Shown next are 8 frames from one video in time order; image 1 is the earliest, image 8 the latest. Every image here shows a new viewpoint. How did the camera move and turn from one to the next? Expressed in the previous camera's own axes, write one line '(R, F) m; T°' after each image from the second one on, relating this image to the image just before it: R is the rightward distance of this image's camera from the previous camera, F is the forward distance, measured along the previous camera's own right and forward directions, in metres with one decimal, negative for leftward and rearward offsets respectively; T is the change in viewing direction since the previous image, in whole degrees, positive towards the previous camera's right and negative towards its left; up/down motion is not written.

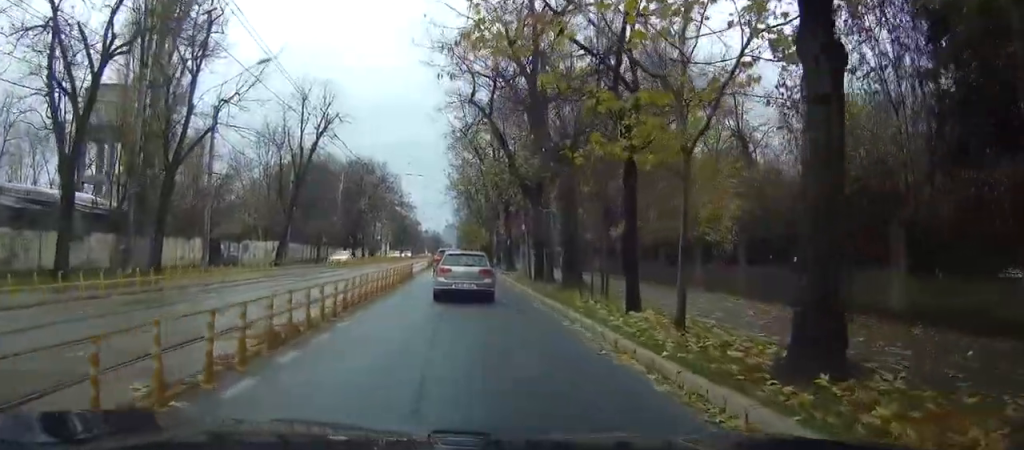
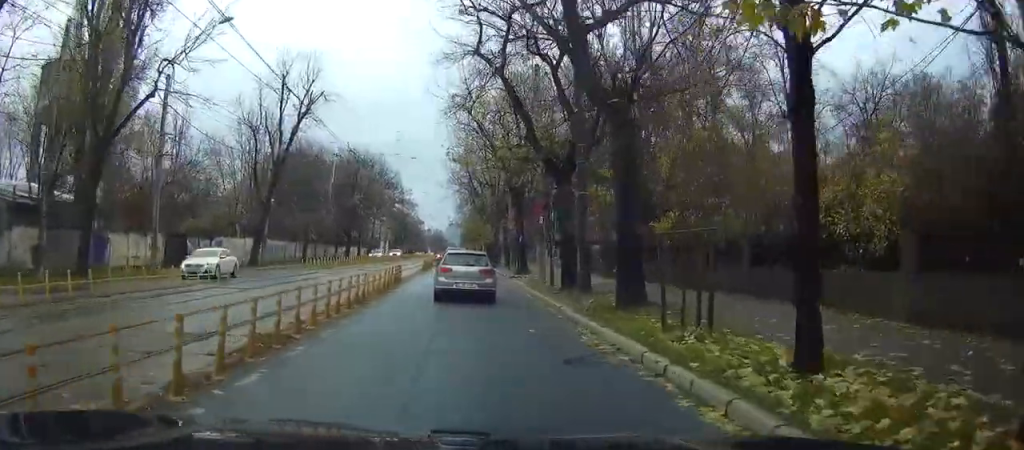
(0.0, +8.1) m; 0°
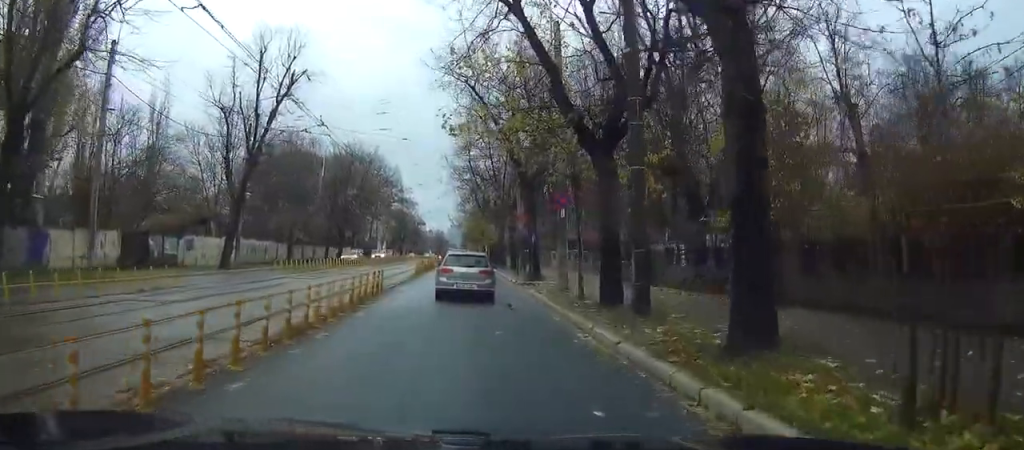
(+0.1, +6.9) m; +2°
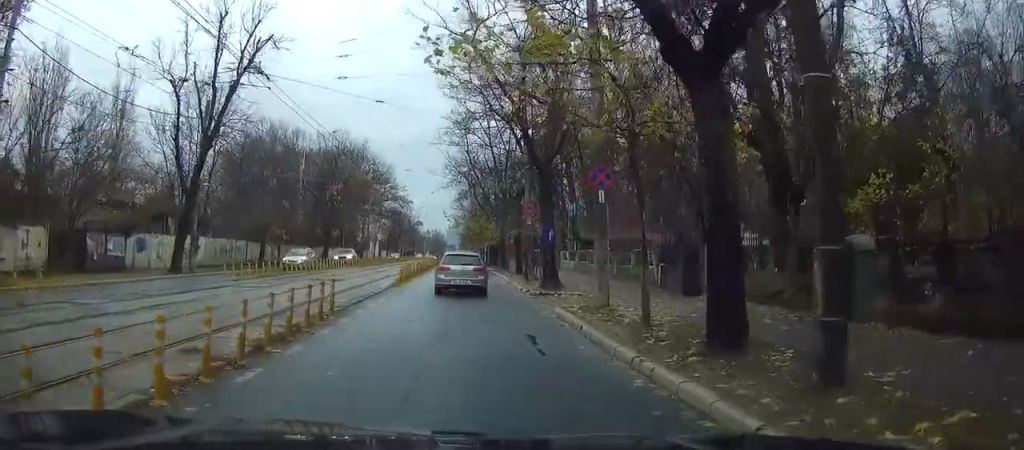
(+0.3, +7.8) m; +3°
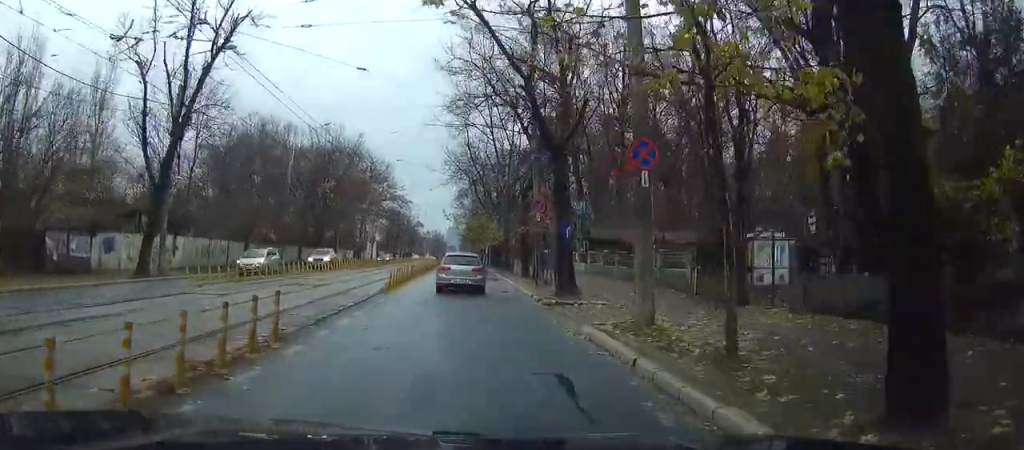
(0.0, +4.3) m; -1°
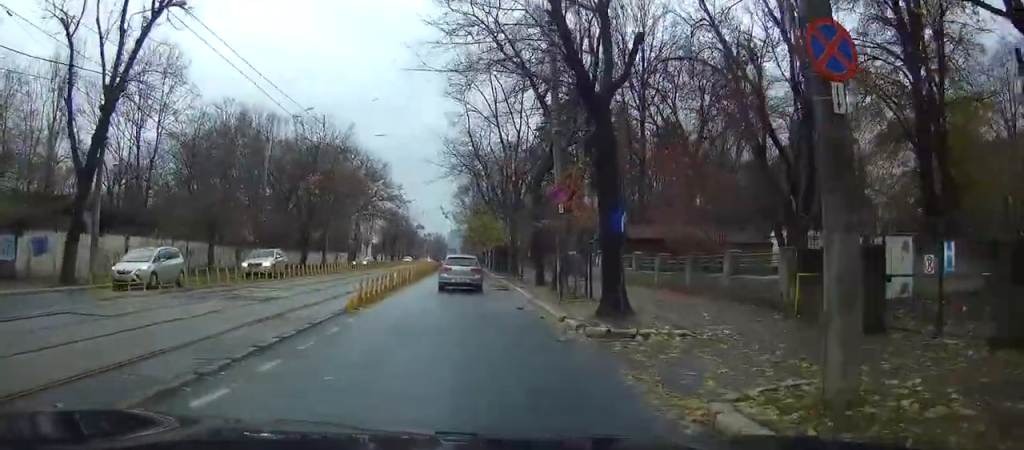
(-0.1, +7.3) m; -2°
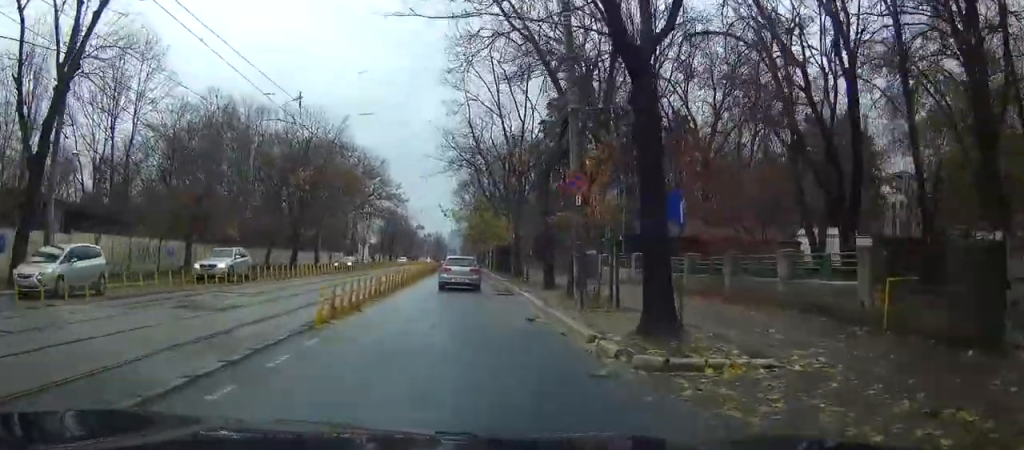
(+0.1, +3.6) m; -1°
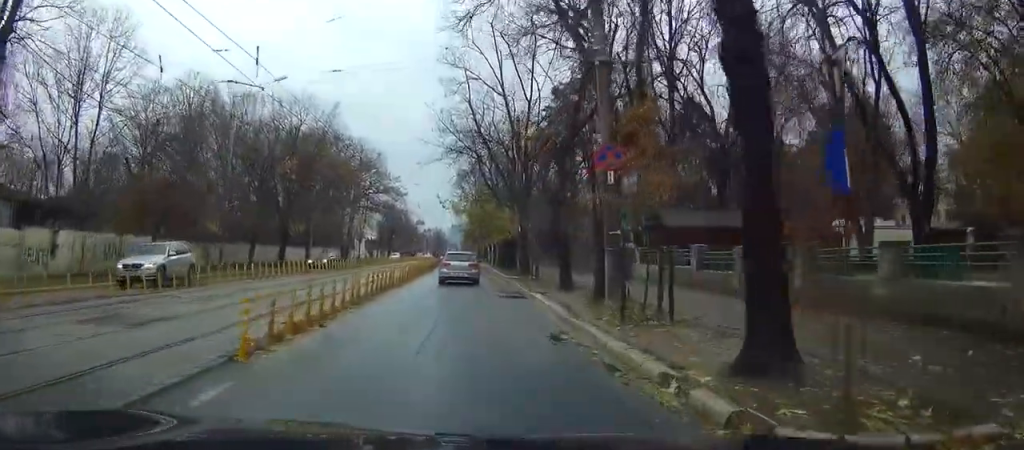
(-0.2, +4.4) m; -1°
